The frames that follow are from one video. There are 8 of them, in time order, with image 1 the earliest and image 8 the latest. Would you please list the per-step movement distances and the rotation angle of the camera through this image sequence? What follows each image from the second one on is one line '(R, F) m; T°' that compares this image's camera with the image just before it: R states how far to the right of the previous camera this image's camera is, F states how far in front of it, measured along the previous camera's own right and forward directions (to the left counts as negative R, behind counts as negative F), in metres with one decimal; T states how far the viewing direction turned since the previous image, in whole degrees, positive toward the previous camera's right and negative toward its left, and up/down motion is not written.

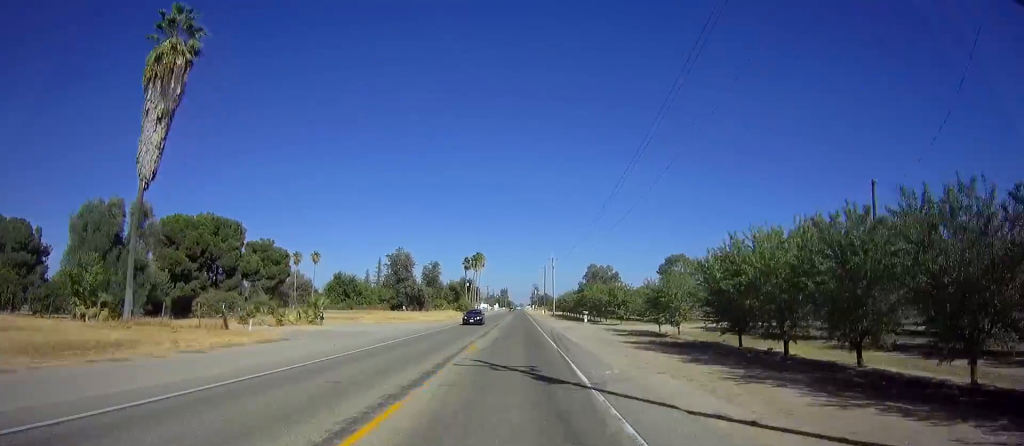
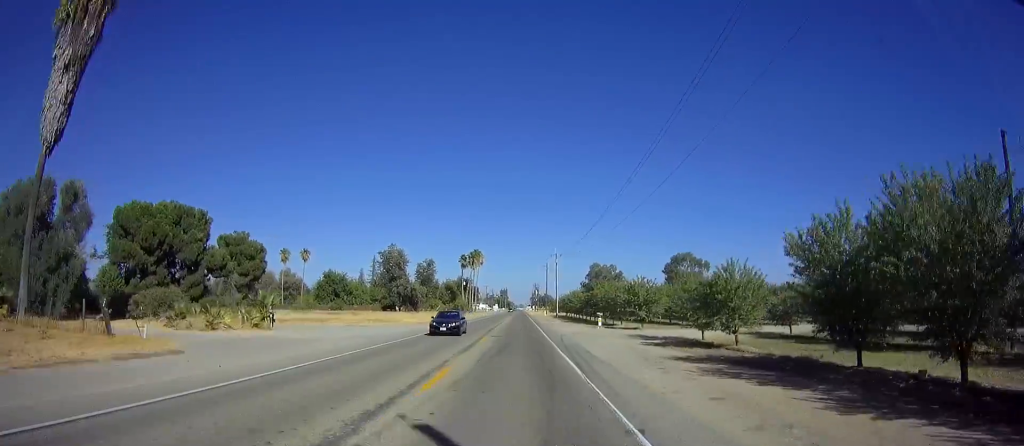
(+0.1, +9.3) m; 0°
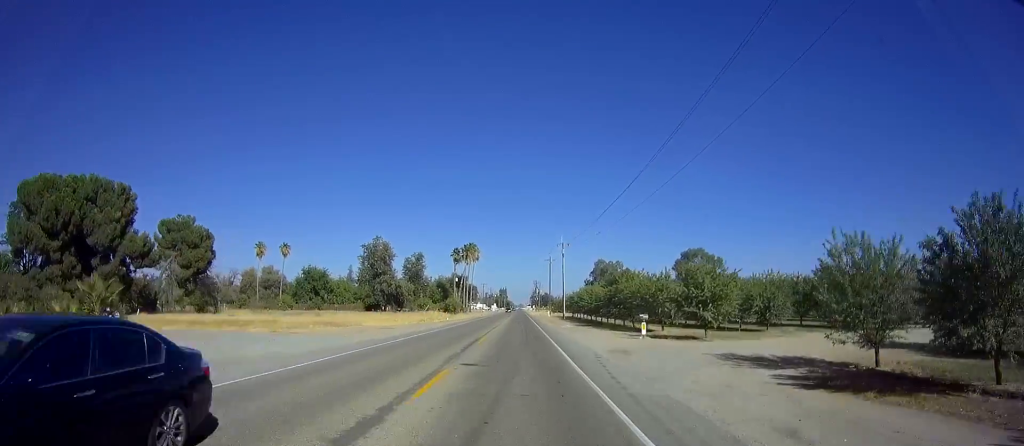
(+0.1, +15.5) m; 0°
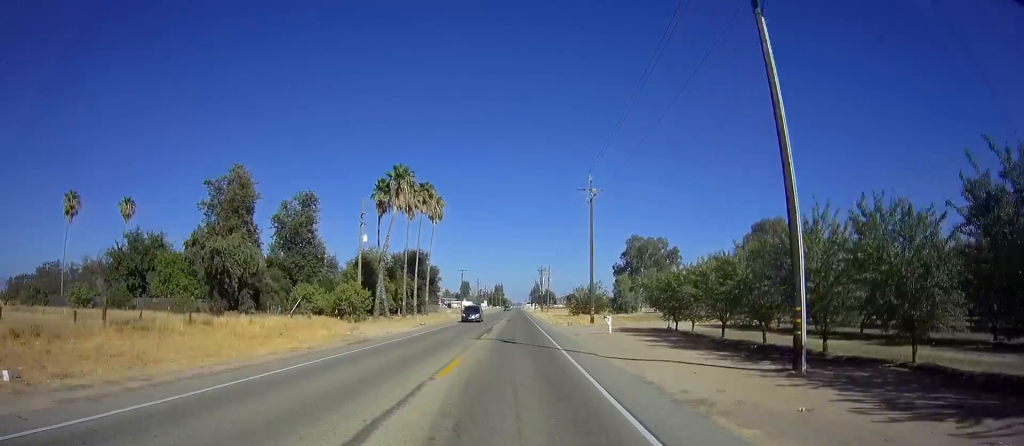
(-0.6, +69.6) m; 0°
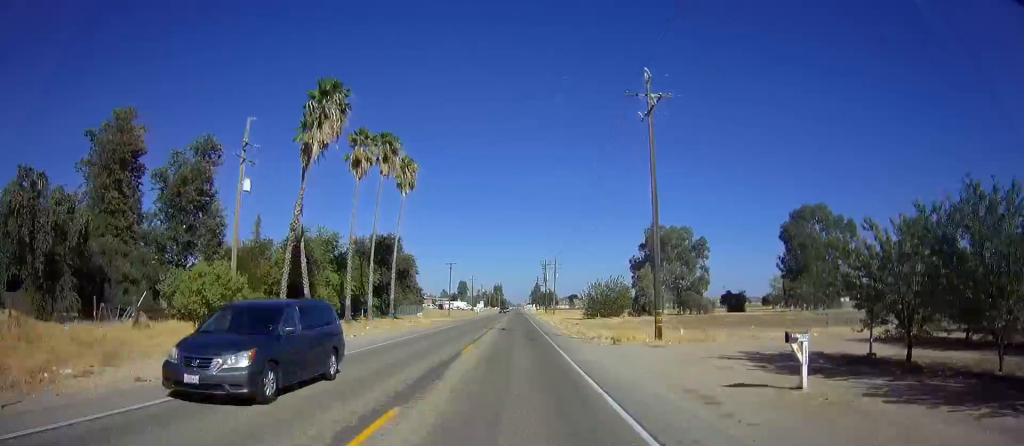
(+0.2, +22.7) m; 0°
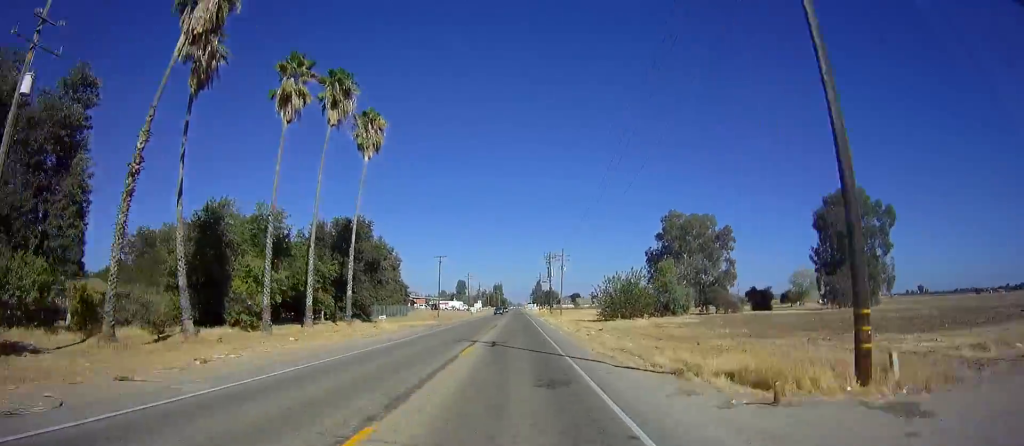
(-0.1, +15.7) m; 0°
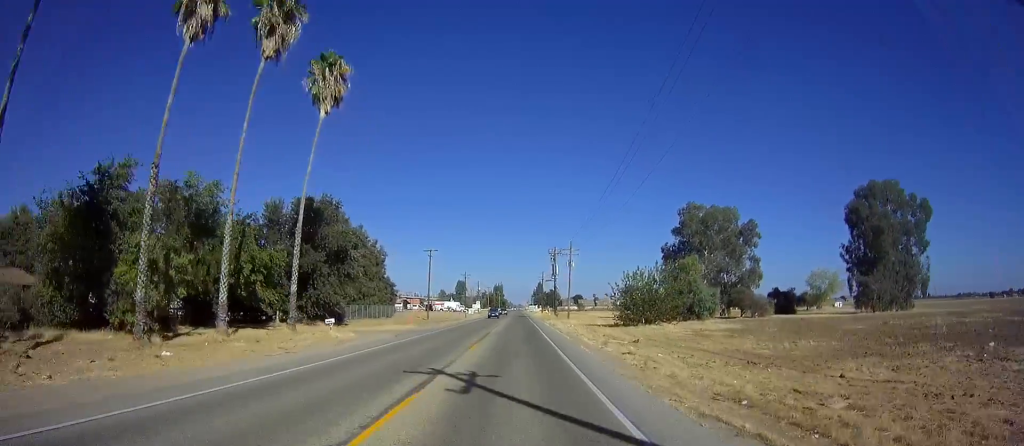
(0.0, +11.8) m; 0°
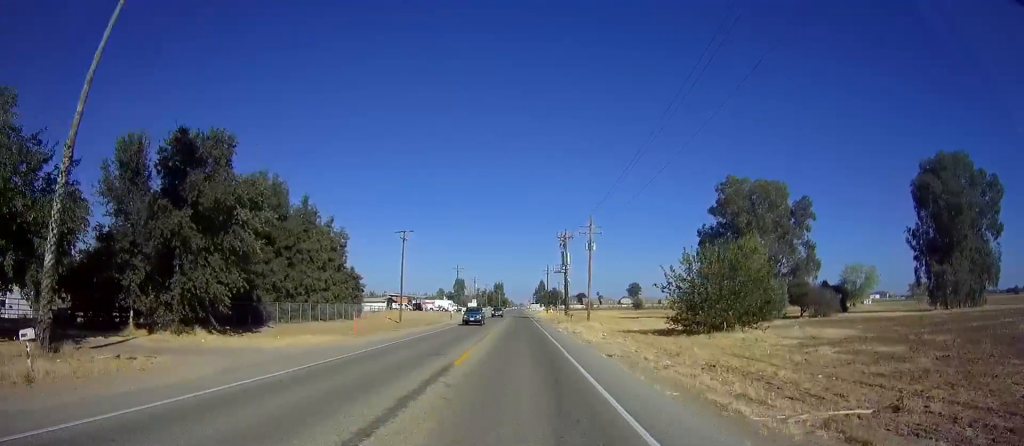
(0.0, +20.4) m; 0°
